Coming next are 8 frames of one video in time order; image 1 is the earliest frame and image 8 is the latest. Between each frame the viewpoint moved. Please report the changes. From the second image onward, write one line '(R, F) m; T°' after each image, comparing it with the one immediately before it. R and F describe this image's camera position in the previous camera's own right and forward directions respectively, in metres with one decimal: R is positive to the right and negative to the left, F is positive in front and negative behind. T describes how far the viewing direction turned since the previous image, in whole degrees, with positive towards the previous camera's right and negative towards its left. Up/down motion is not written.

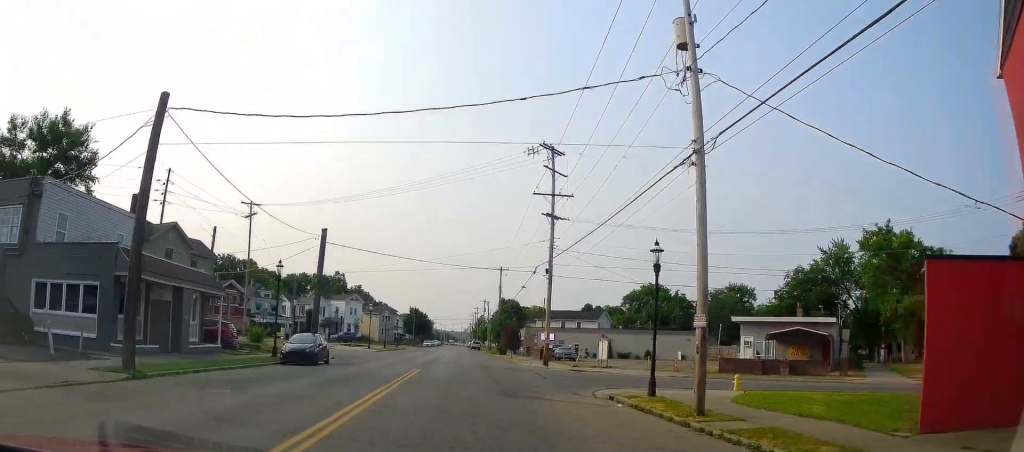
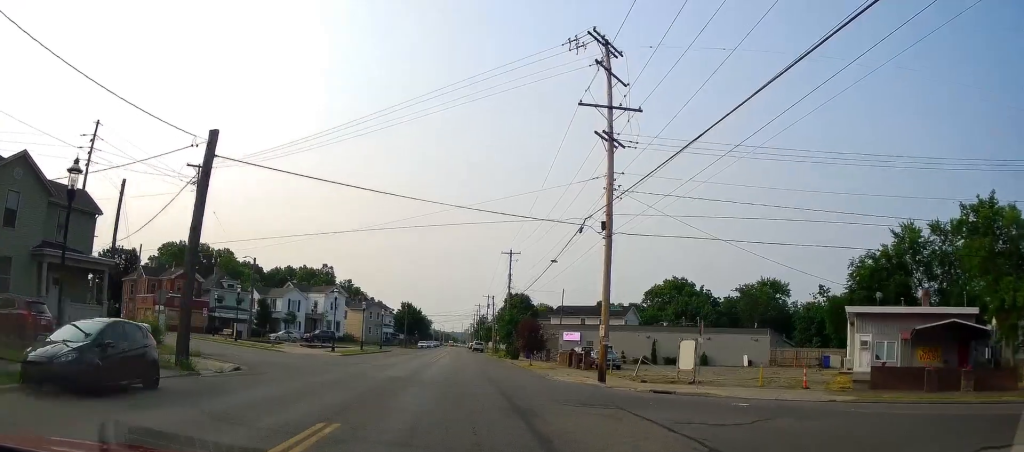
(+0.2, +17.3) m; +3°
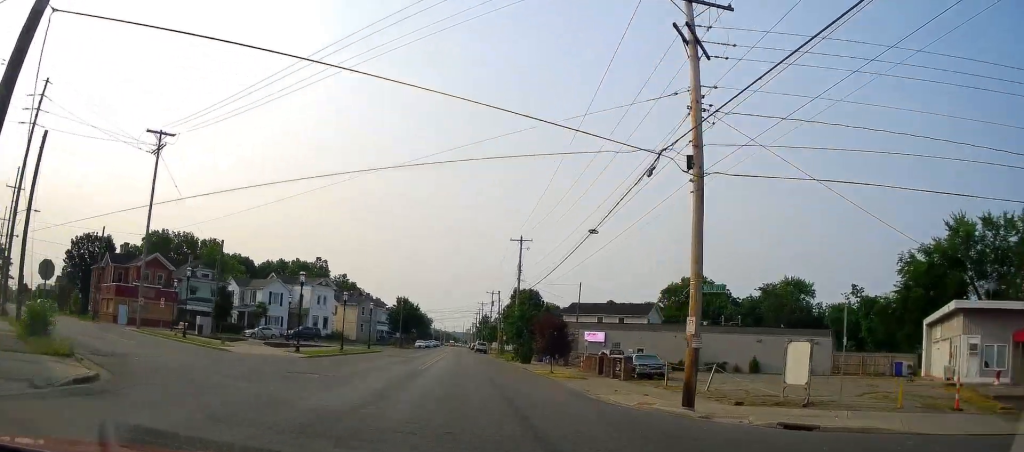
(+0.2, +9.9) m; +1°
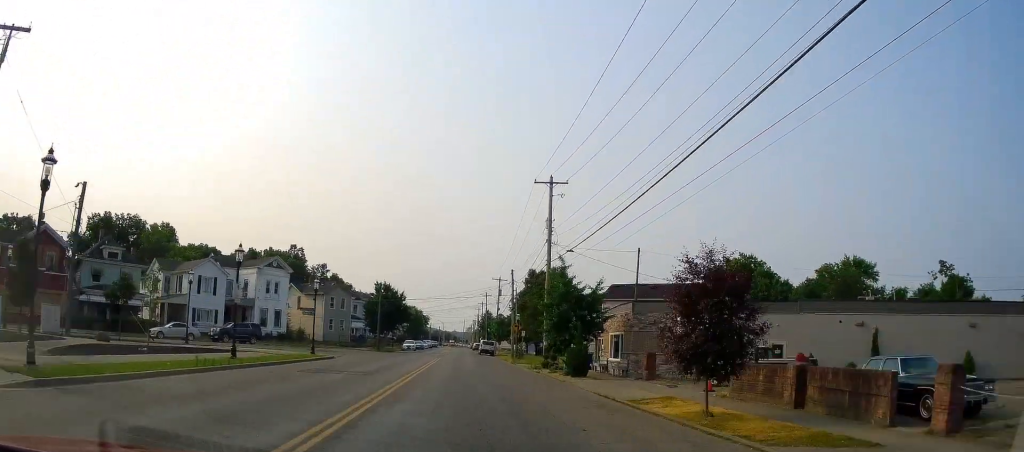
(0.0, +22.6) m; -2°
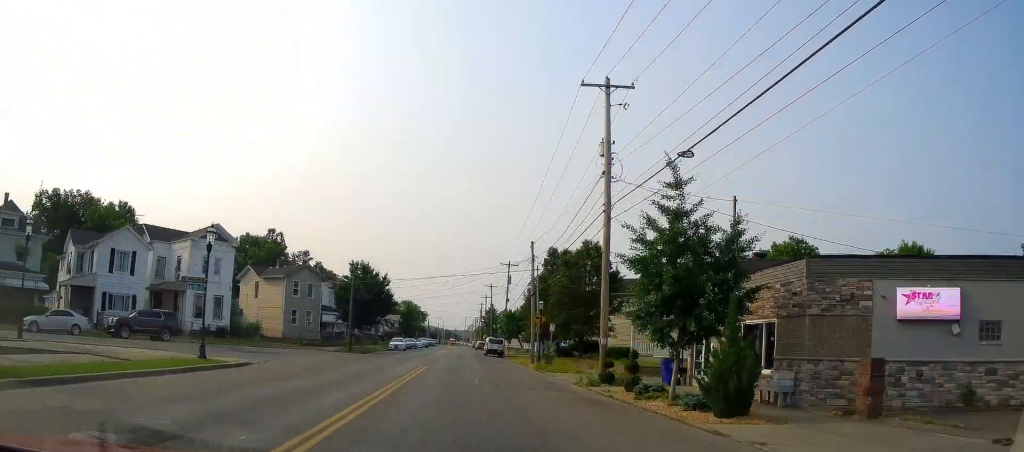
(-0.3, +16.3) m; -1°
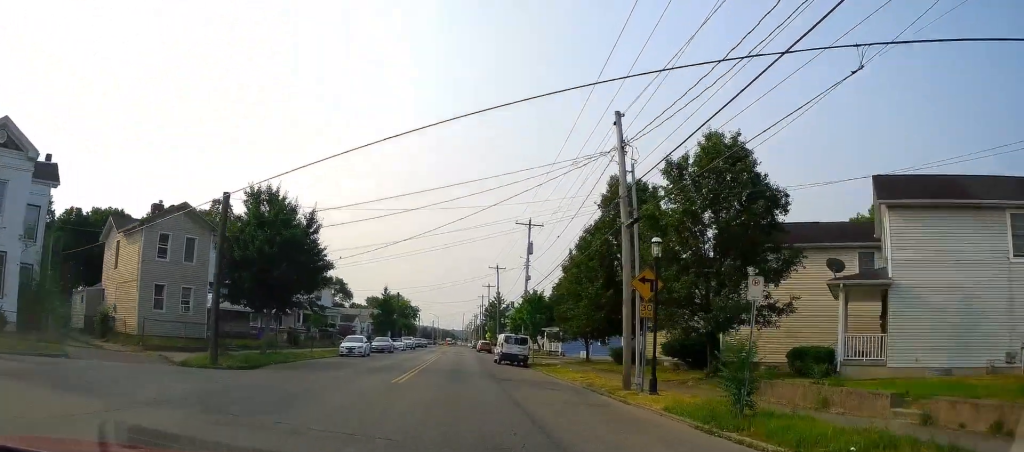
(+0.1, +25.9) m; 0°
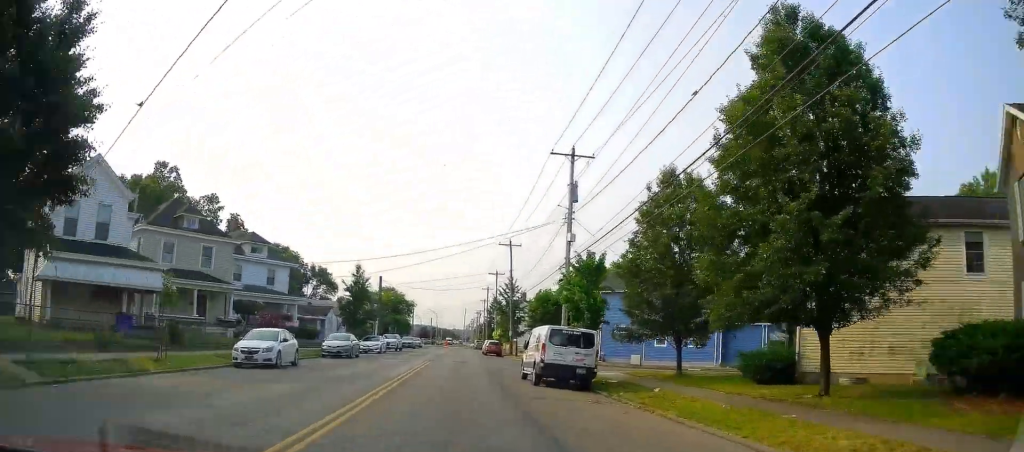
(0.0, +19.5) m; +1°
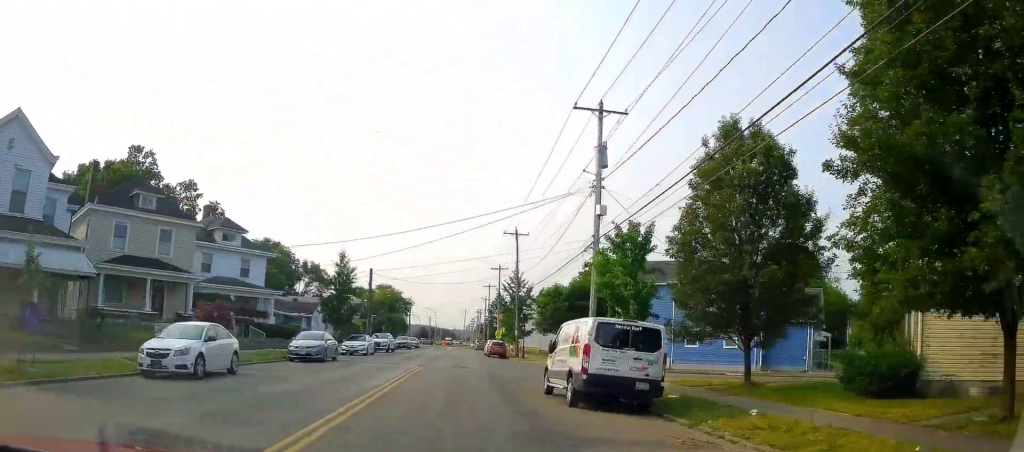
(+0.1, +6.8) m; 0°
